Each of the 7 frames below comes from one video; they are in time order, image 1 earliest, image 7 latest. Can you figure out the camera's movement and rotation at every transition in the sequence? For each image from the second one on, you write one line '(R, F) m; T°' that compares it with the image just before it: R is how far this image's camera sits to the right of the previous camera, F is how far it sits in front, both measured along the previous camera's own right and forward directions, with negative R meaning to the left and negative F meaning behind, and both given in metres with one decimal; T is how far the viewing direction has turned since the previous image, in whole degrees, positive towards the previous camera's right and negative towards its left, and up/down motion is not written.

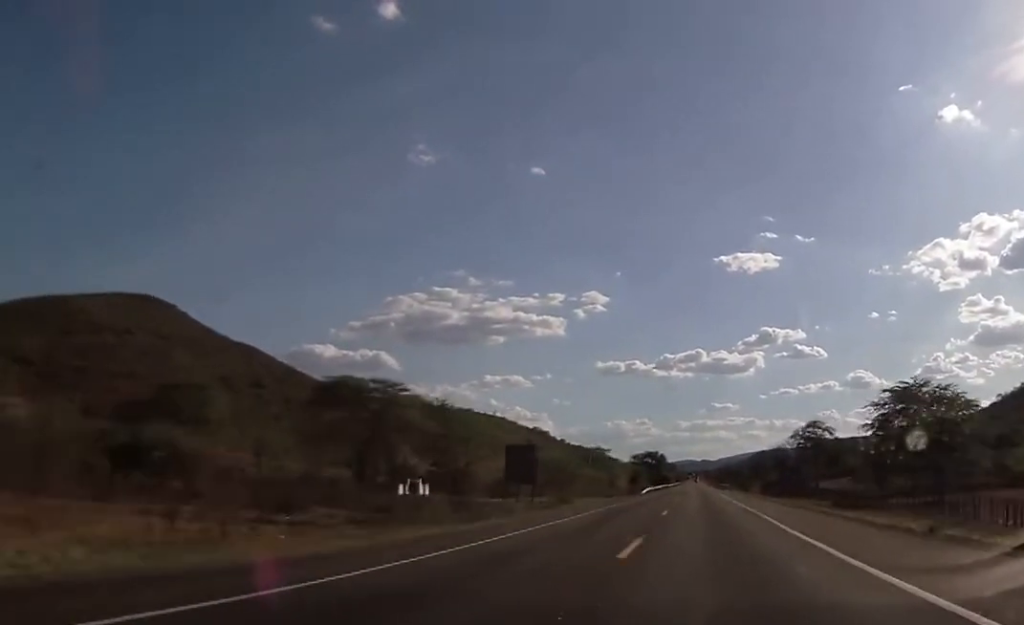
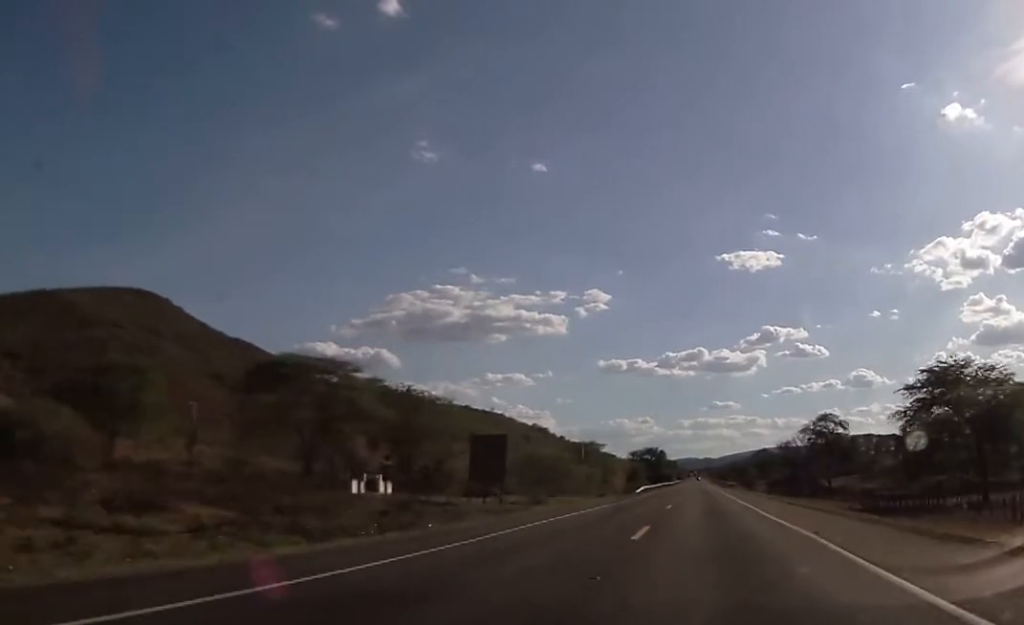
(0.0, +14.2) m; 0°
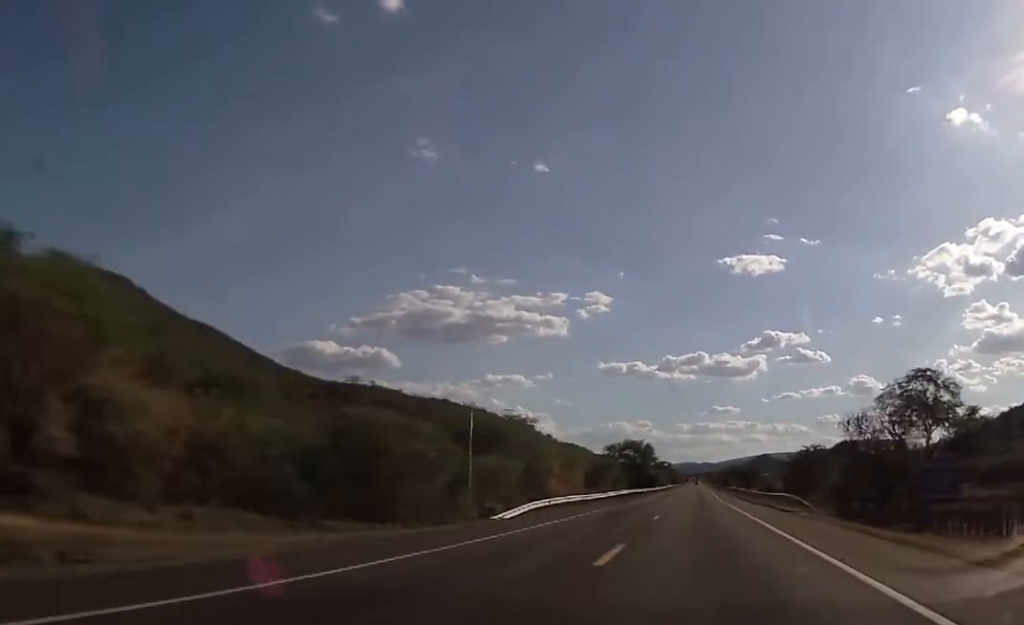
(+0.1, +72.8) m; +1°
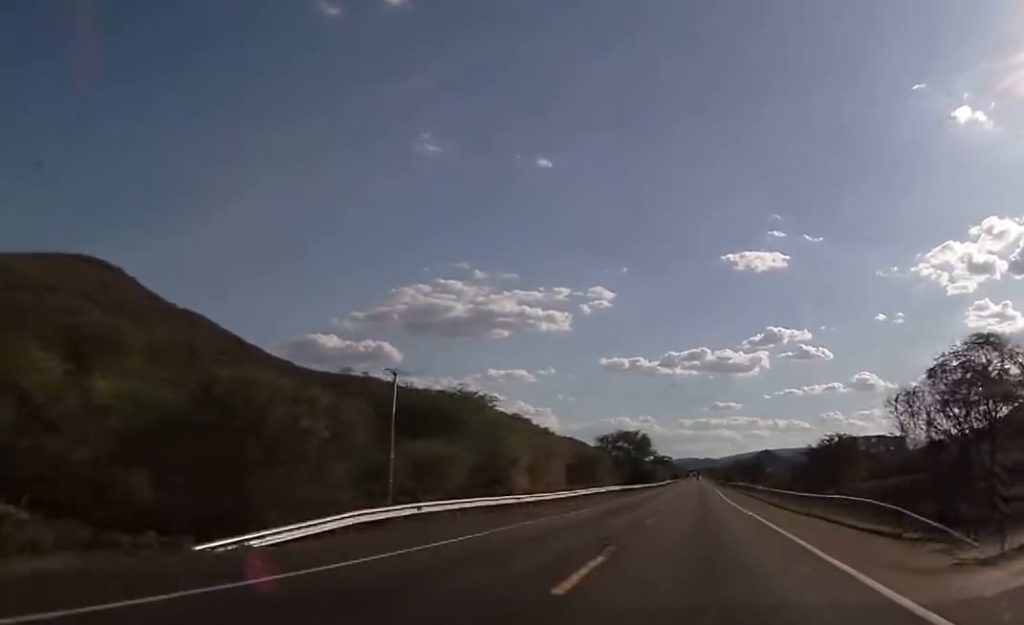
(+0.2, +20.6) m; 0°
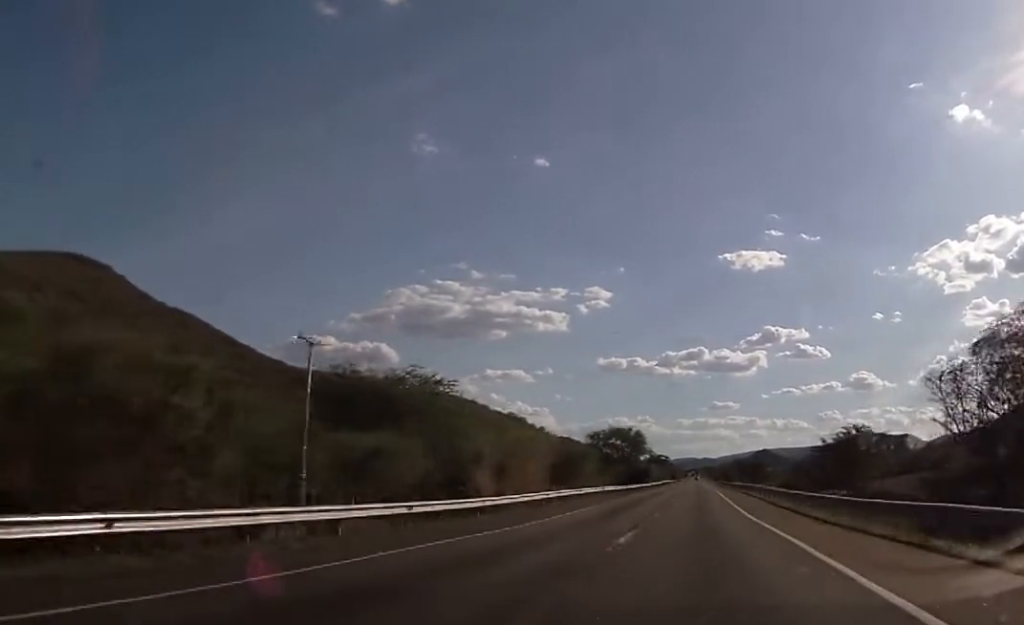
(+0.1, +13.0) m; 0°
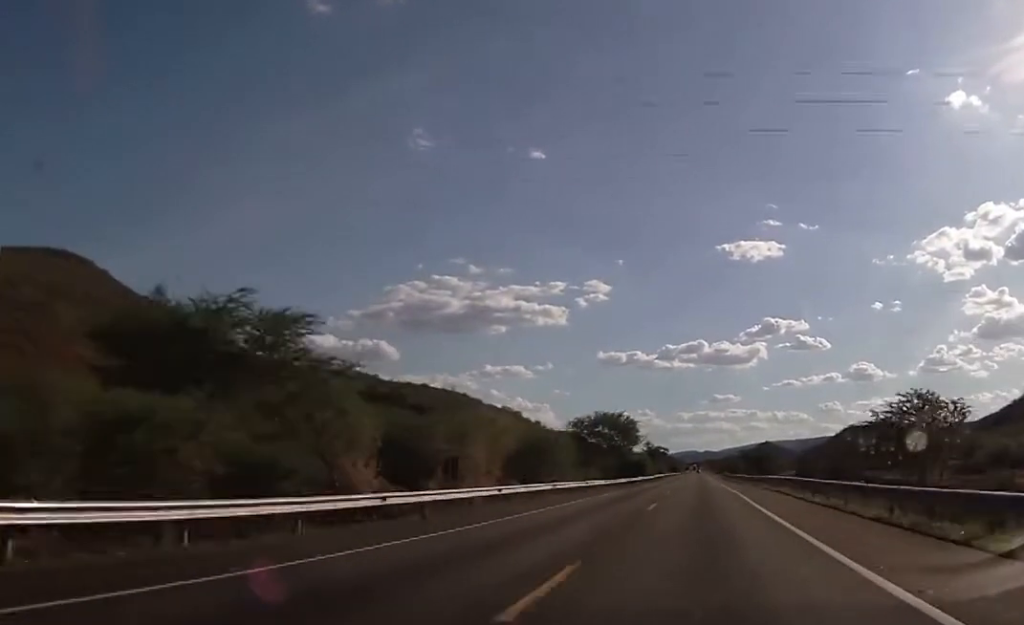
(-0.2, +26.0) m; 0°
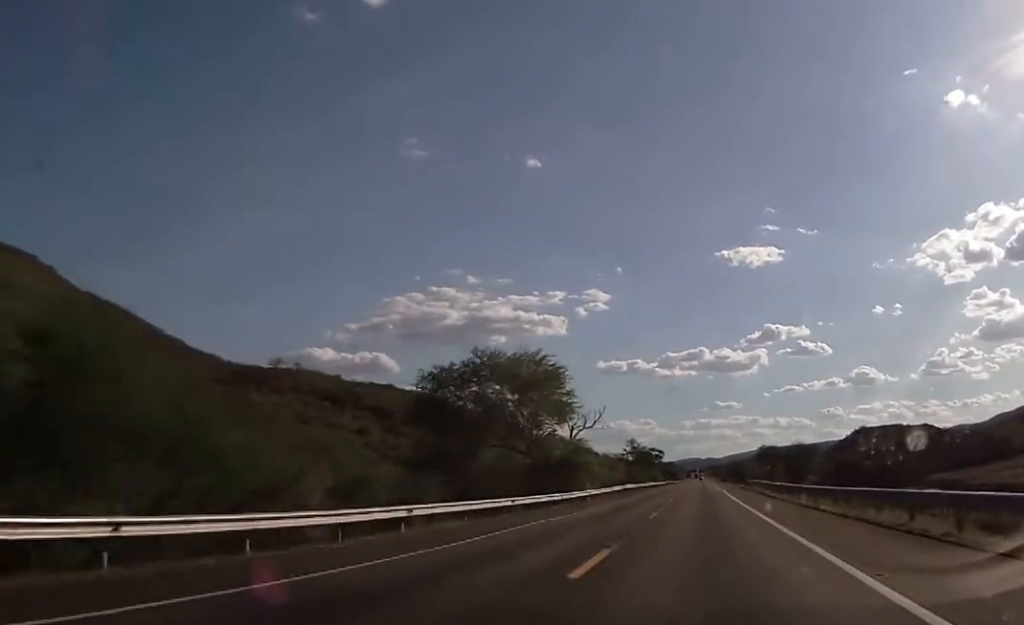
(-0.4, +82.3) m; -1°
